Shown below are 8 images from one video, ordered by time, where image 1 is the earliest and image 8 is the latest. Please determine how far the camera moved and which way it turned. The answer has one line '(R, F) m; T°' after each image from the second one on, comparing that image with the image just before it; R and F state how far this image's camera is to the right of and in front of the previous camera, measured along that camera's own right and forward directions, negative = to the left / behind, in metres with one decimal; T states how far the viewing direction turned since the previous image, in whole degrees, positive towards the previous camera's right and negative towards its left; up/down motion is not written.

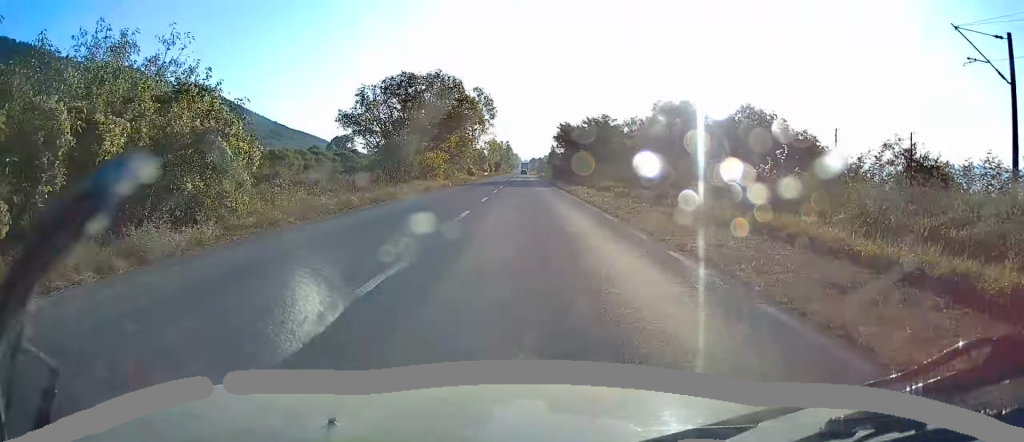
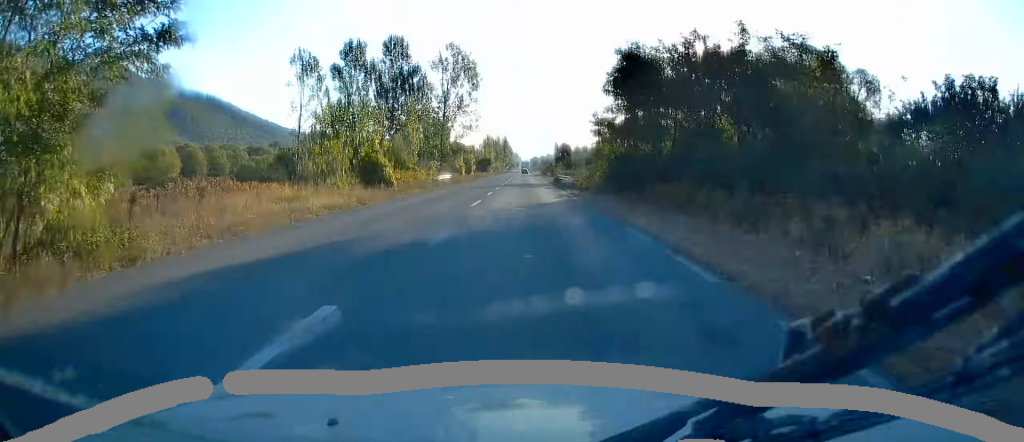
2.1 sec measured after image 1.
(+0.3, +57.8) m; +1°
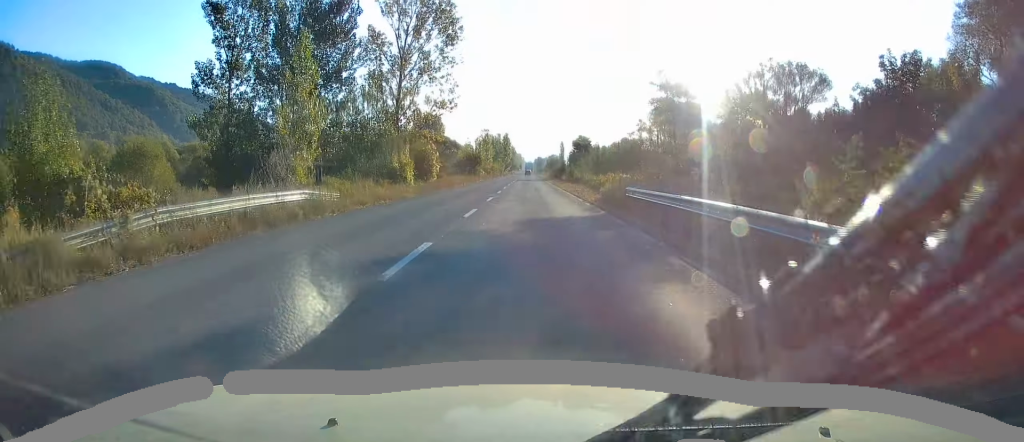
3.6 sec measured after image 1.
(0.0, +40.1) m; -1°
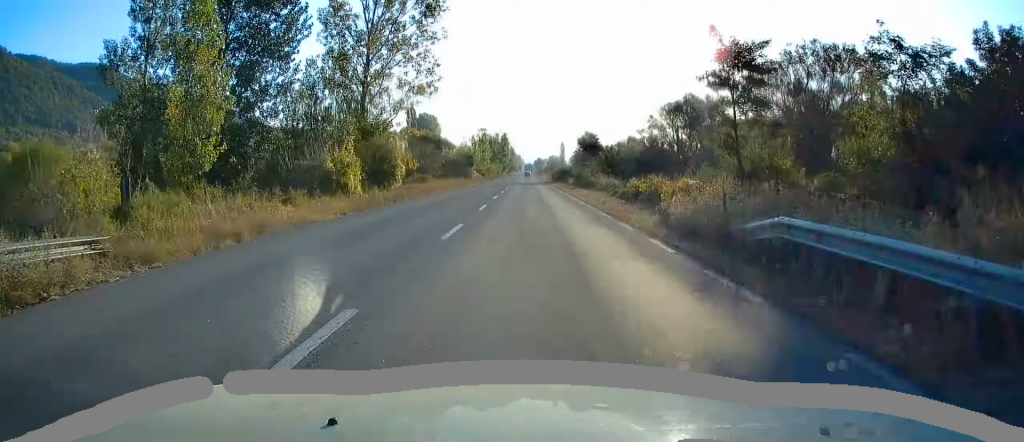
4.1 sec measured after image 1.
(-0.1, +13.6) m; 0°
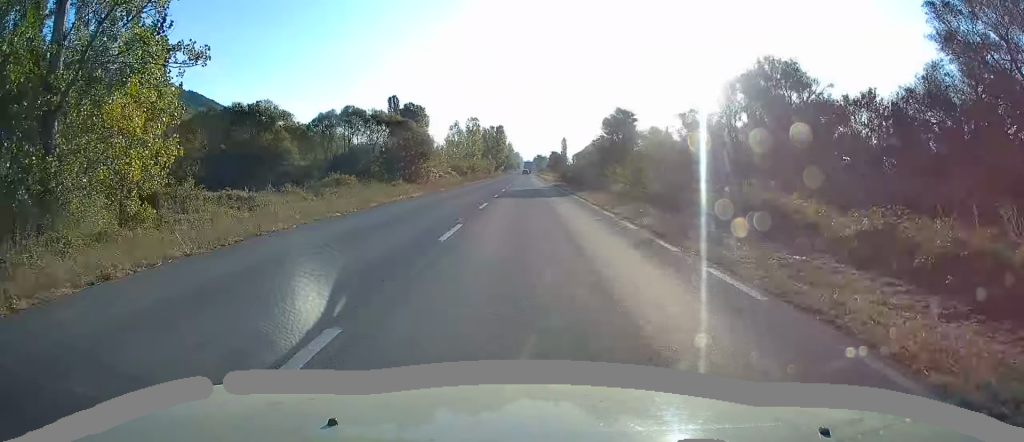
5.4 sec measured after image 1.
(0.0, +36.4) m; +1°
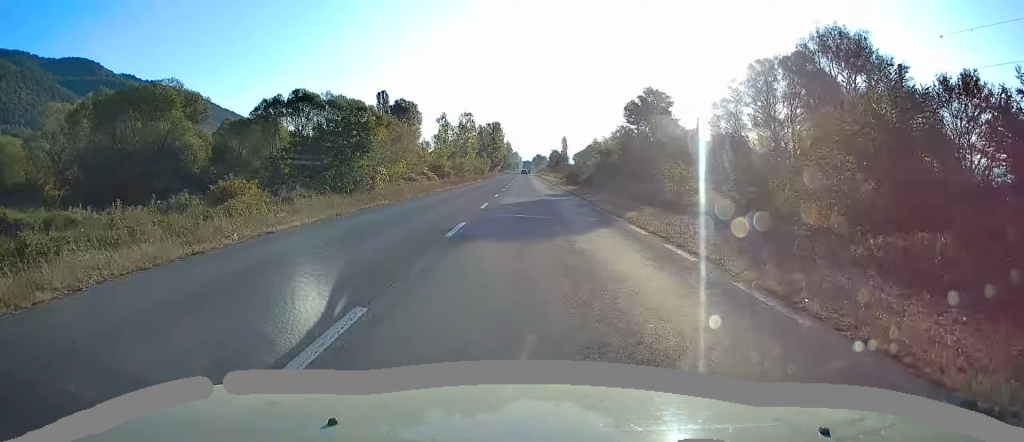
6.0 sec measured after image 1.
(+0.1, +17.3) m; 0°
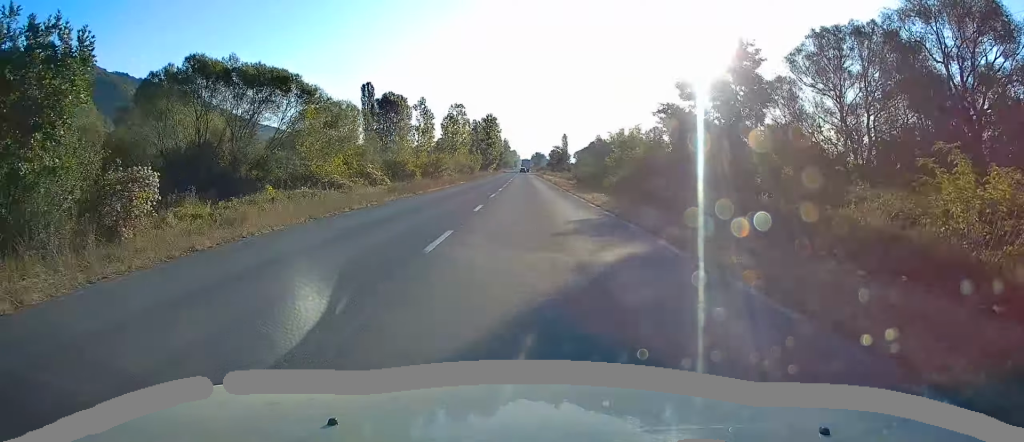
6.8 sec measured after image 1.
(0.0, +20.0) m; 0°
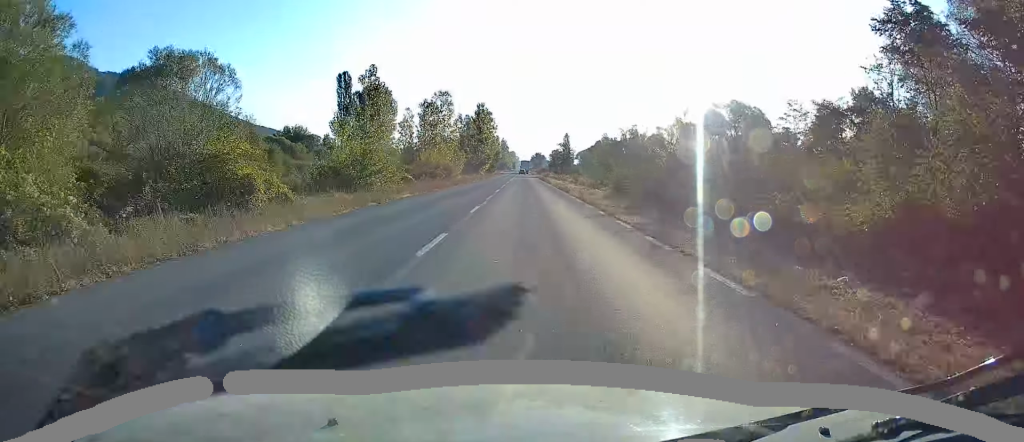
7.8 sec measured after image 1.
(0.0, +27.3) m; -1°
